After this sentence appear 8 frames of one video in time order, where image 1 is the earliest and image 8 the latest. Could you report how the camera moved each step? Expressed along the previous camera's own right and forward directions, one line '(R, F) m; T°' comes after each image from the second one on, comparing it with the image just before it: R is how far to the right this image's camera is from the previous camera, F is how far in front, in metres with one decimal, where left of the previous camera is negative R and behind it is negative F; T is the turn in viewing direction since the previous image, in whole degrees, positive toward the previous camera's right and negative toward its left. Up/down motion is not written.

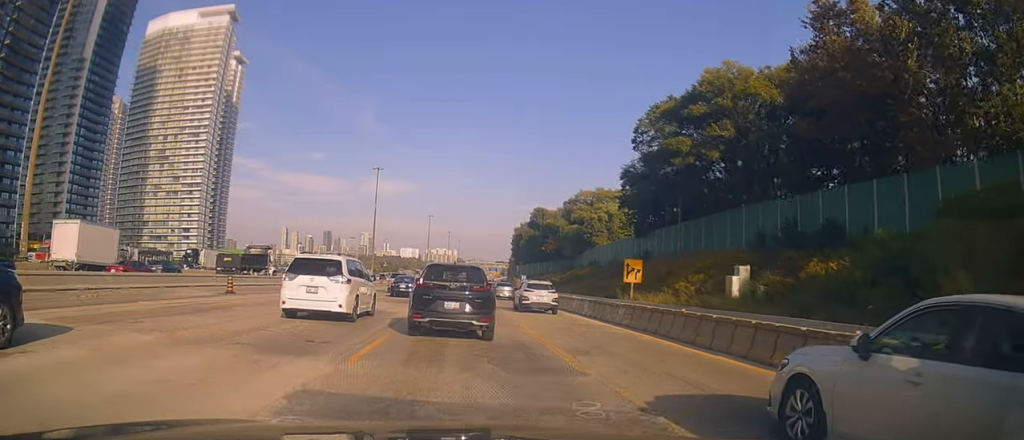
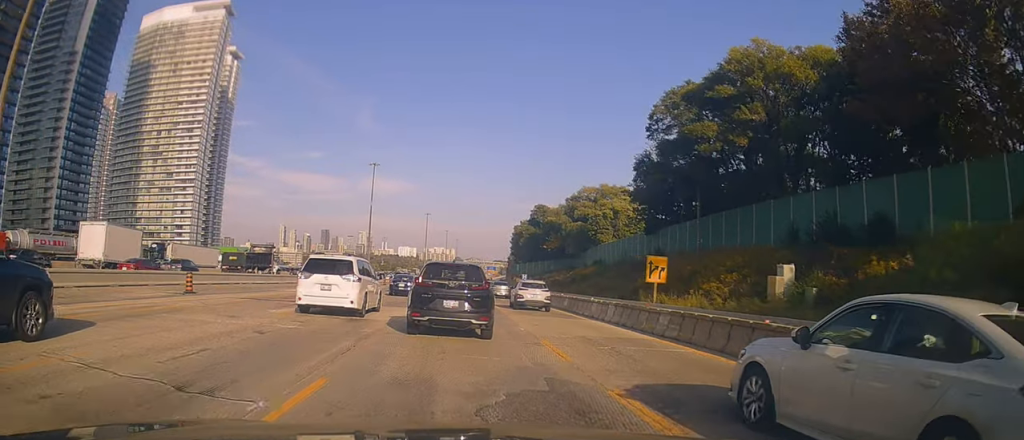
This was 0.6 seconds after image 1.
(+0.1, +5.2) m; +4°
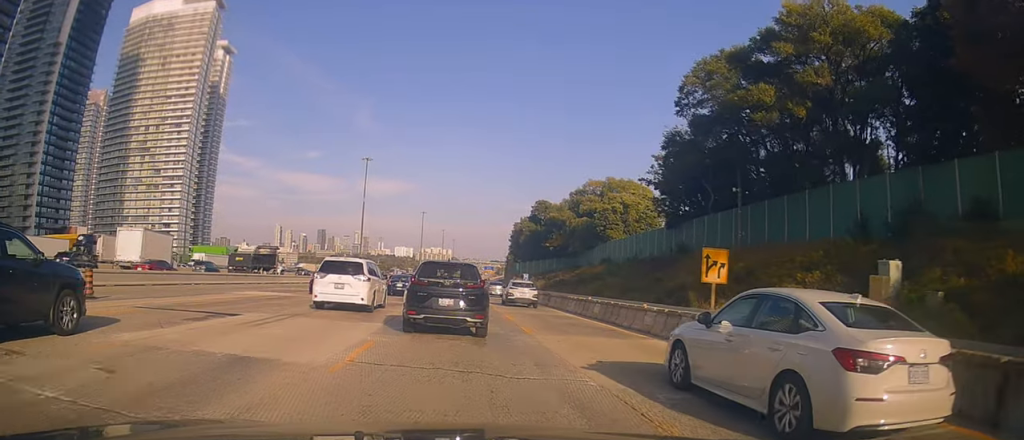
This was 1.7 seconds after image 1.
(+0.4, +8.4) m; -4°
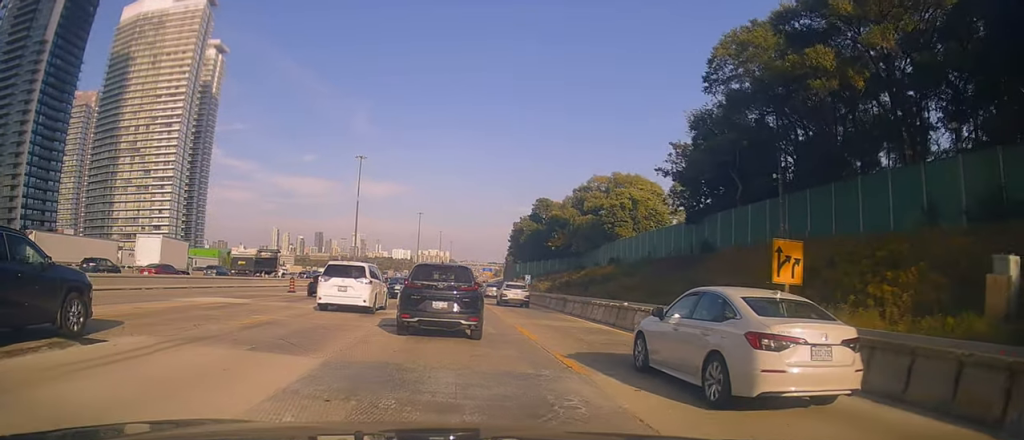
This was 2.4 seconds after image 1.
(-0.8, +6.0) m; -2°
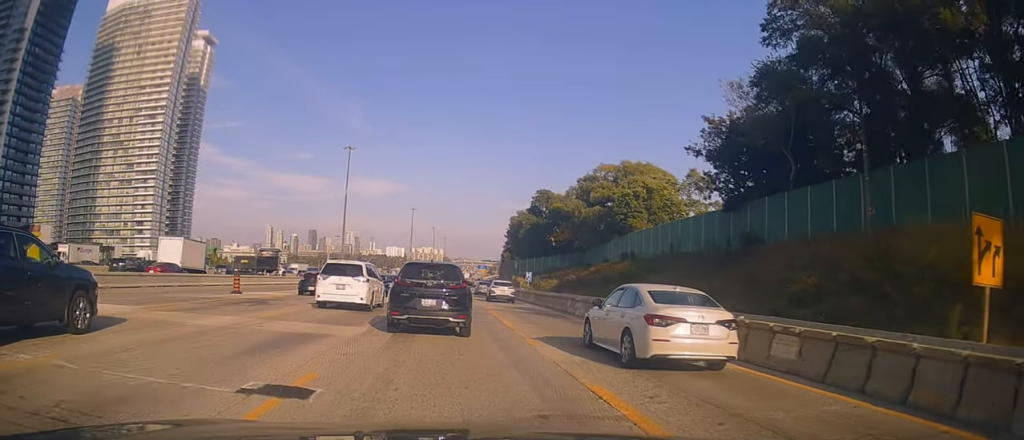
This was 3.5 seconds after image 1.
(+0.3, +9.3) m; +3°
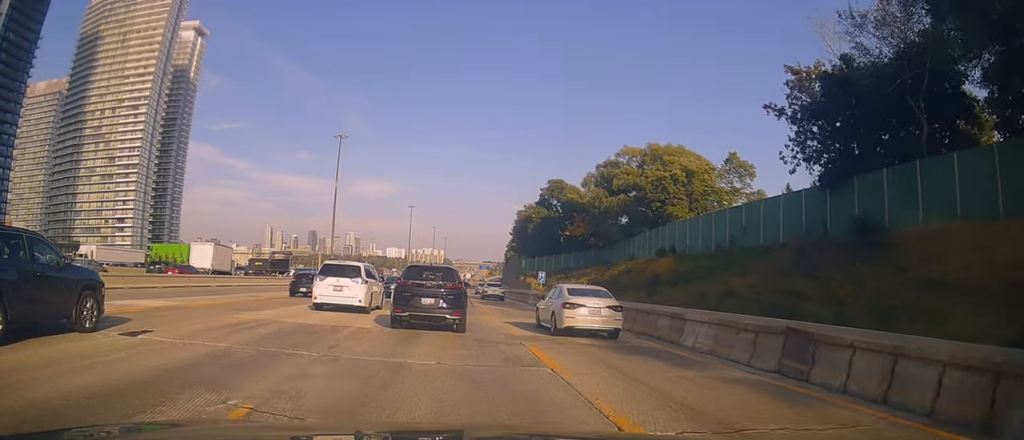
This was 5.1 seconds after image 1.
(0.0, +14.2) m; +2°
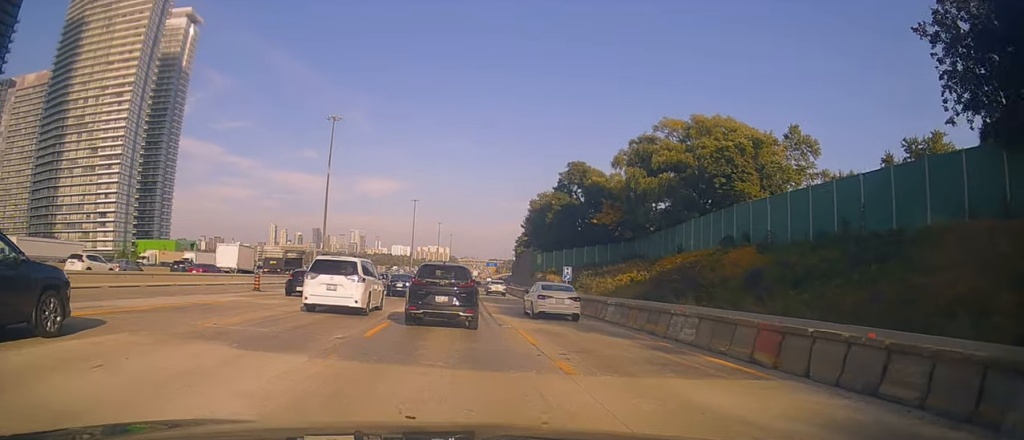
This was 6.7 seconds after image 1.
(+0.5, +14.0) m; -2°
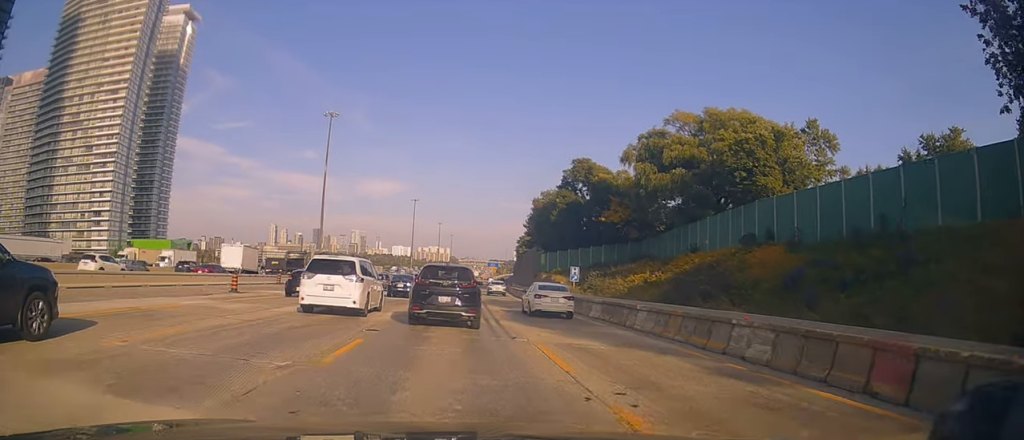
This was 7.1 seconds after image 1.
(-0.4, +3.7) m; -1°
